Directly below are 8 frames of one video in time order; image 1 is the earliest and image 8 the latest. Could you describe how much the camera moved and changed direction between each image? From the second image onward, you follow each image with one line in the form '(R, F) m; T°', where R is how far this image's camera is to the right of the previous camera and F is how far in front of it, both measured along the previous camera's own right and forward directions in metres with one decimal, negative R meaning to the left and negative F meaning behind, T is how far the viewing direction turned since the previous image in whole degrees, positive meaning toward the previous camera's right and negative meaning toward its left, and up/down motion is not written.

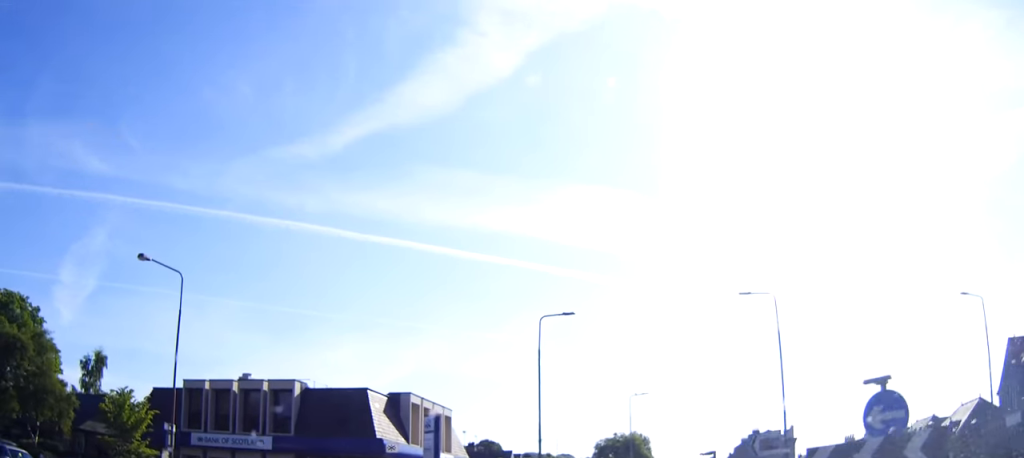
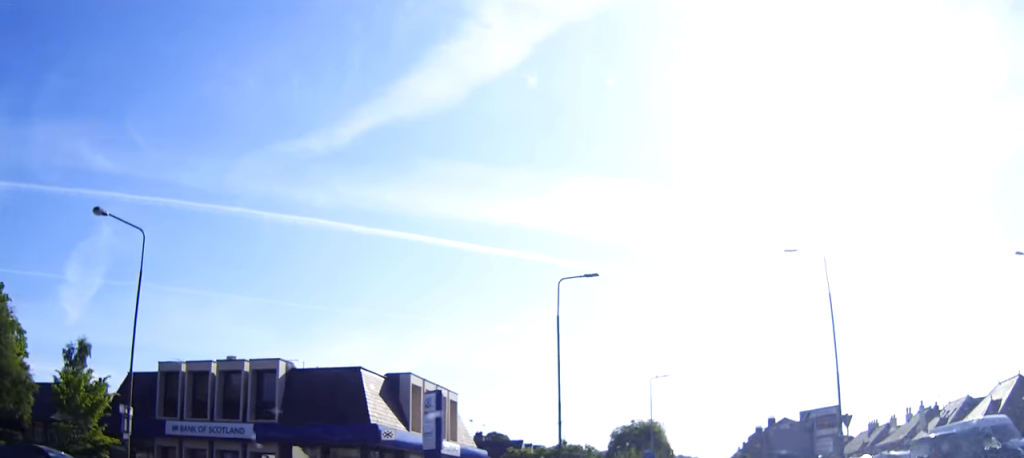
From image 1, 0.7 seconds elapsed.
(0.0, +5.0) m; +2°
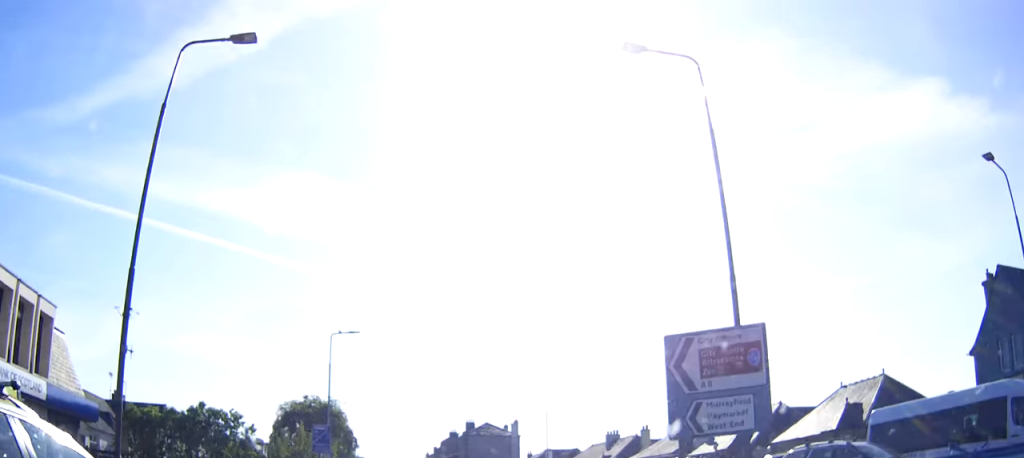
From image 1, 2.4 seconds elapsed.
(+2.2, +16.3) m; +14°
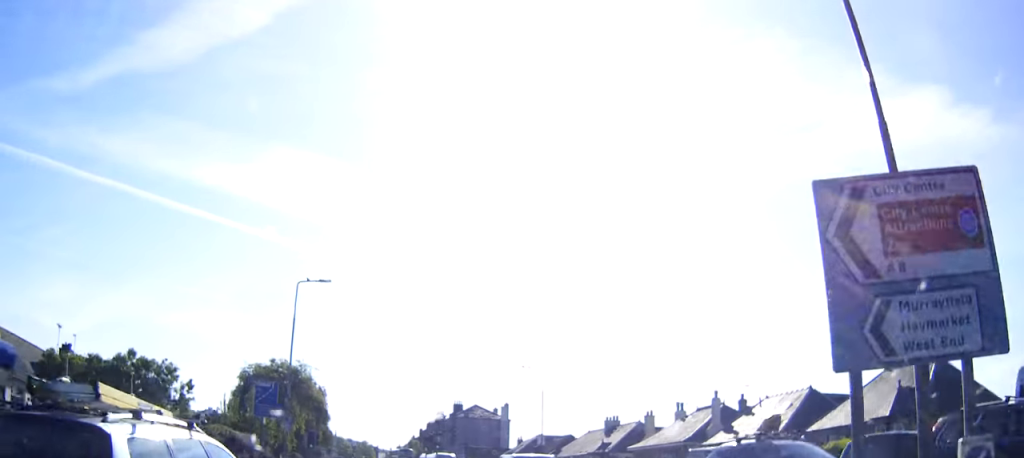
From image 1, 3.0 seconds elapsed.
(0.0, +6.9) m; 0°
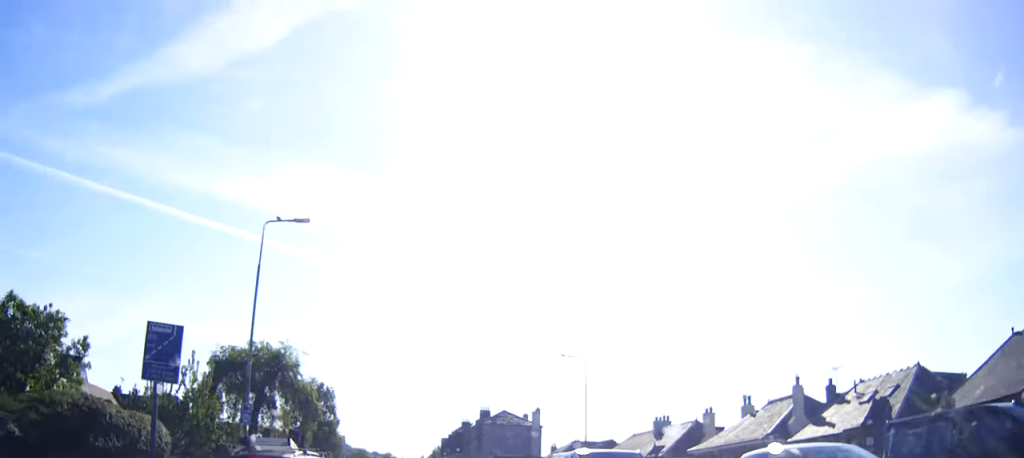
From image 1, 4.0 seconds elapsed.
(0.0, +10.5) m; 0°
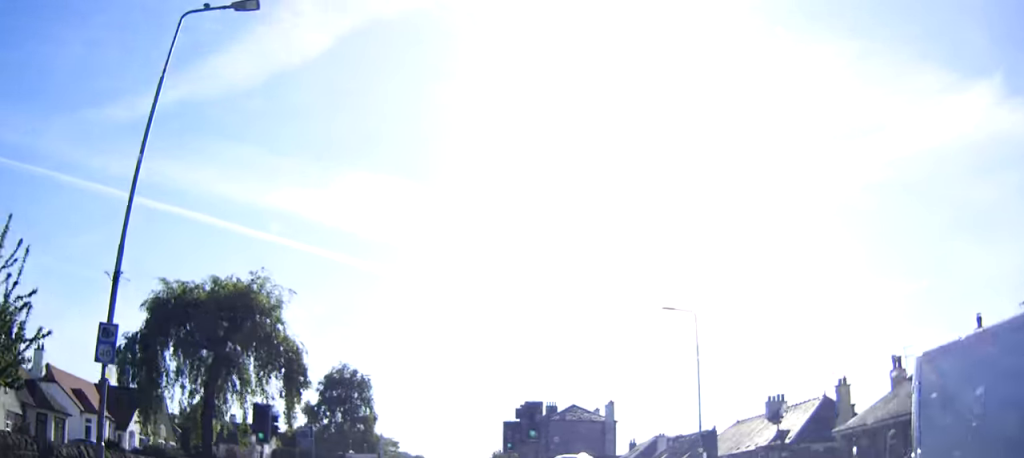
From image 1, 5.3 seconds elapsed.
(0.0, +14.1) m; -3°
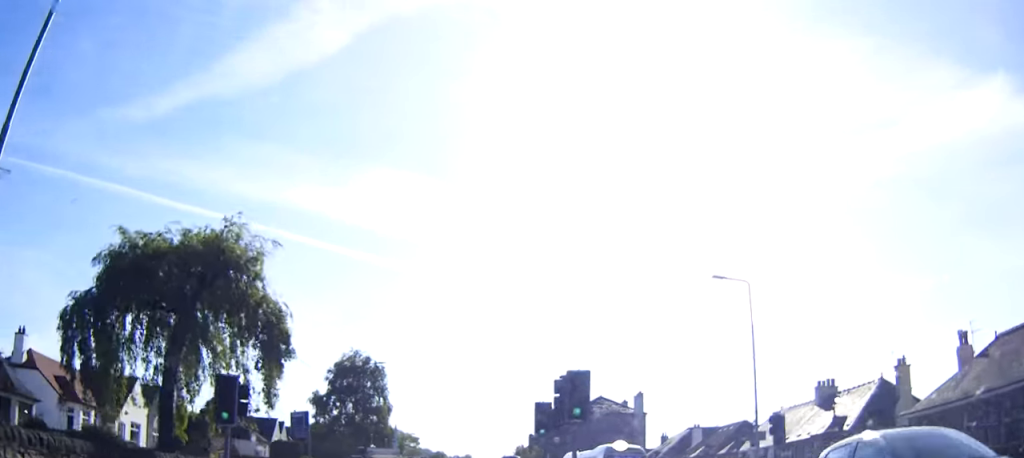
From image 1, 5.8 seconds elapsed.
(-0.2, +4.9) m; -1°
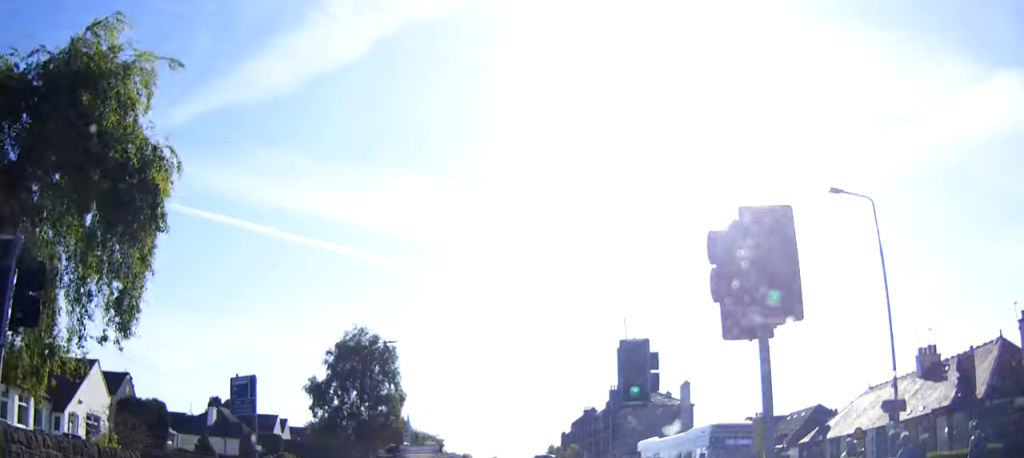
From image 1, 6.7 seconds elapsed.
(-0.3, +9.9) m; -2°
